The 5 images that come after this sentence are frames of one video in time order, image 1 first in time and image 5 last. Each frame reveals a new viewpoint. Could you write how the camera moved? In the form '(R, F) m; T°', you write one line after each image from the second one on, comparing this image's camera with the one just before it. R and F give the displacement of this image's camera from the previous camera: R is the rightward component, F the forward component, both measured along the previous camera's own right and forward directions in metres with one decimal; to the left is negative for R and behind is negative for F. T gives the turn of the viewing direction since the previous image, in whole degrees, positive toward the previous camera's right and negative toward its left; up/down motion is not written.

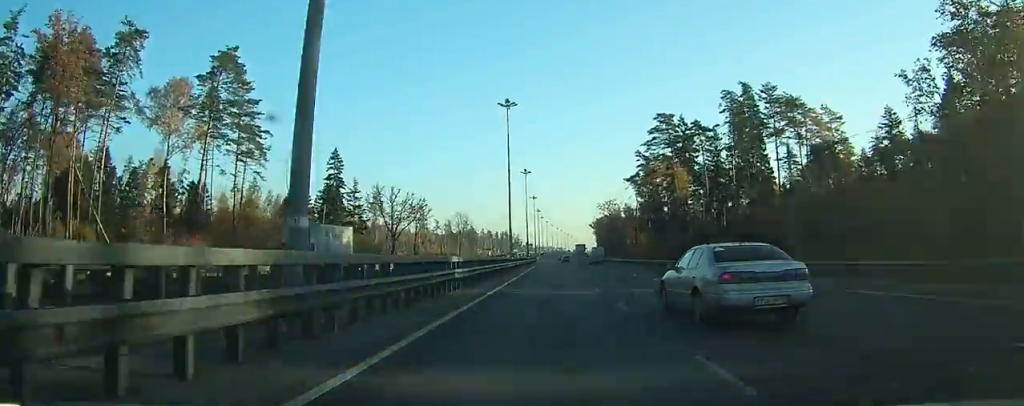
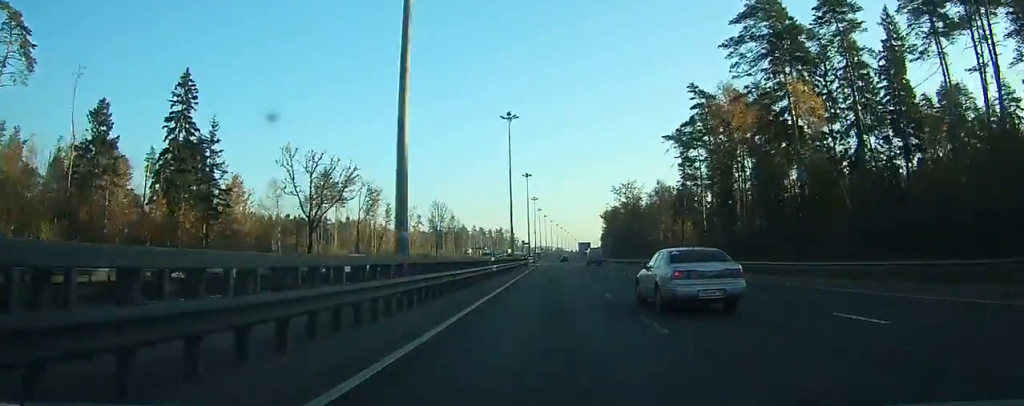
(-0.2, +53.0) m; 0°
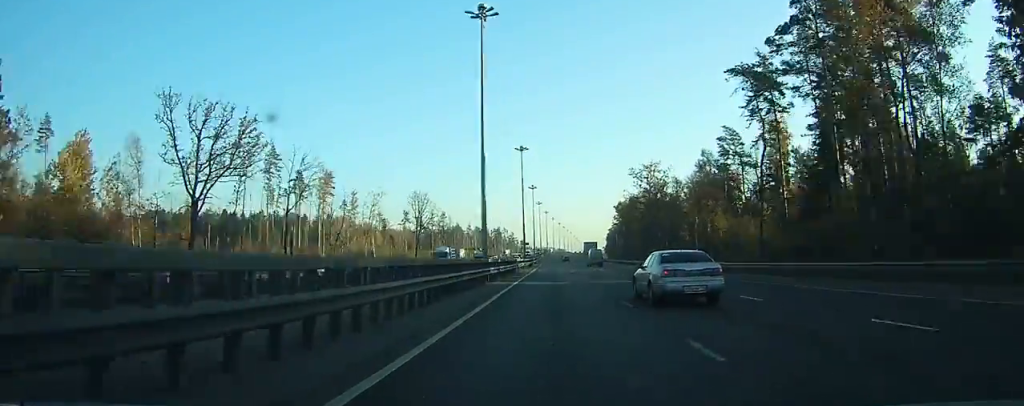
(0.0, +35.6) m; 0°
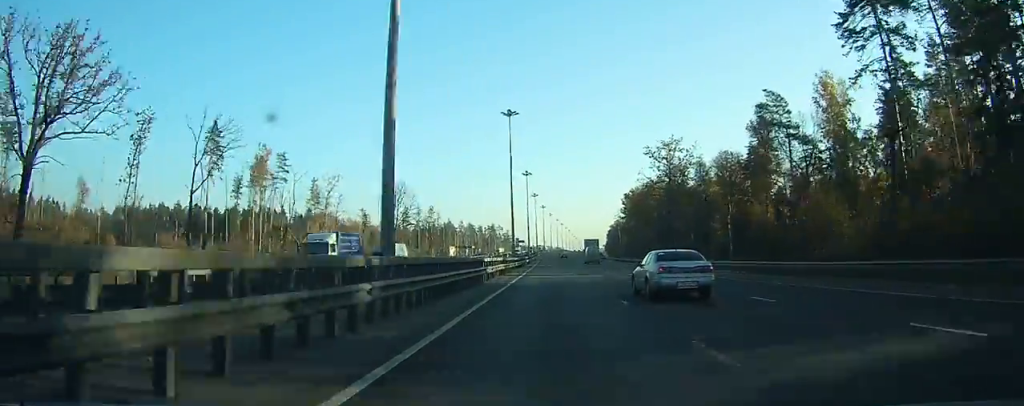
(+0.1, +25.3) m; 0°
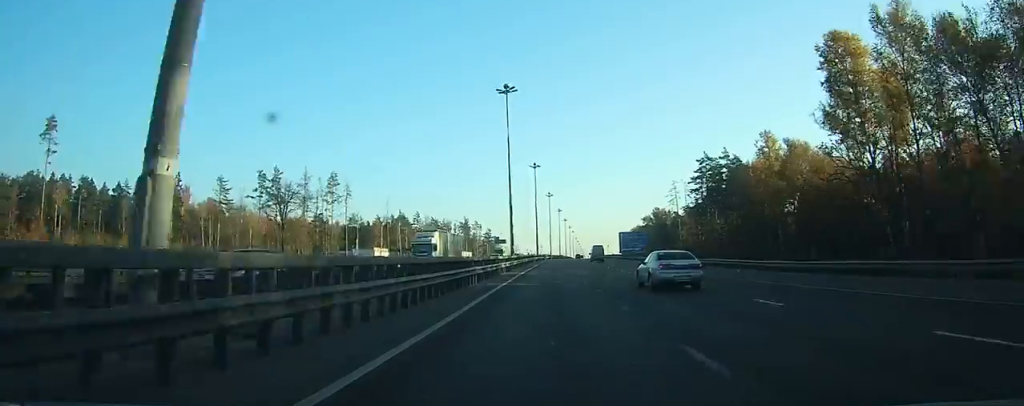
(+0.3, +131.9) m; 0°
